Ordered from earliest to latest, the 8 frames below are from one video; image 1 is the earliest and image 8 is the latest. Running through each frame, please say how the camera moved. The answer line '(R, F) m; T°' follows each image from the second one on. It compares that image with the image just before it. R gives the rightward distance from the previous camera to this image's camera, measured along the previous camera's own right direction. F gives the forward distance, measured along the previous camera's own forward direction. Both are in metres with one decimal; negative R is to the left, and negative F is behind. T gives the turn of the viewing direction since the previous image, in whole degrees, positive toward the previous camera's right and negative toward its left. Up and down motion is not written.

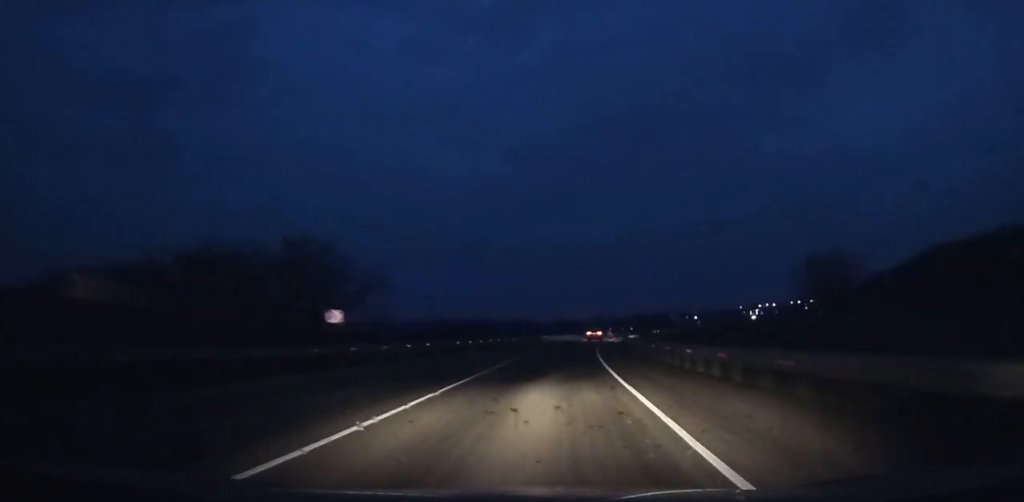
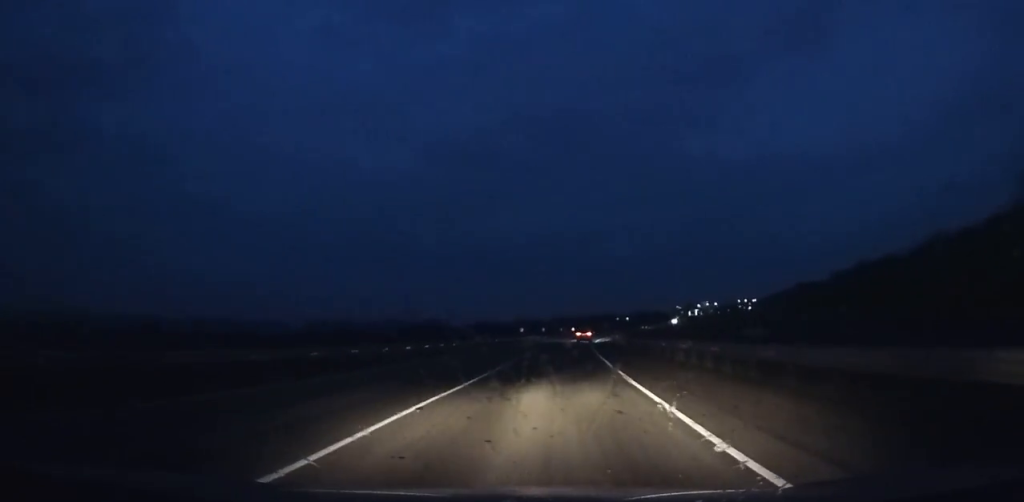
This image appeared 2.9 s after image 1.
(+4.0, +73.9) m; +6°
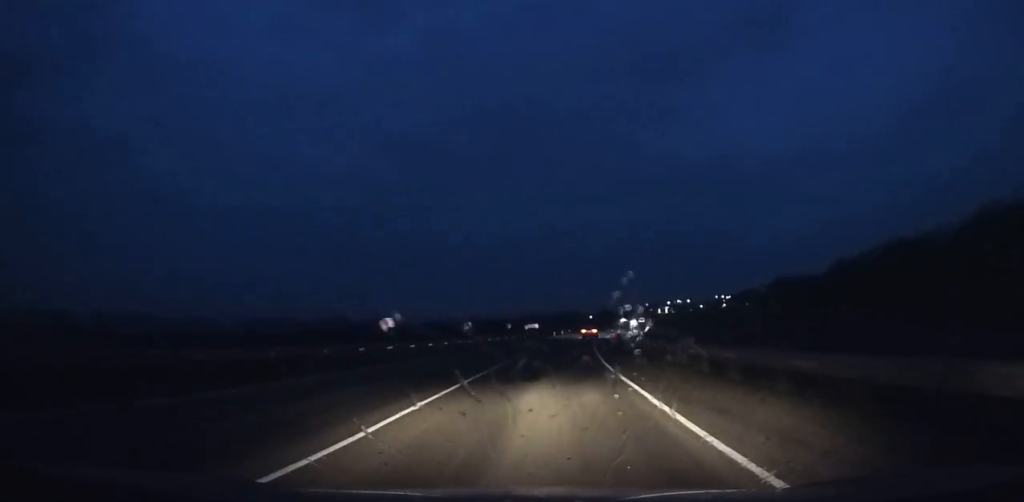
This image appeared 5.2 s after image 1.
(+2.6, +58.7) m; +5°
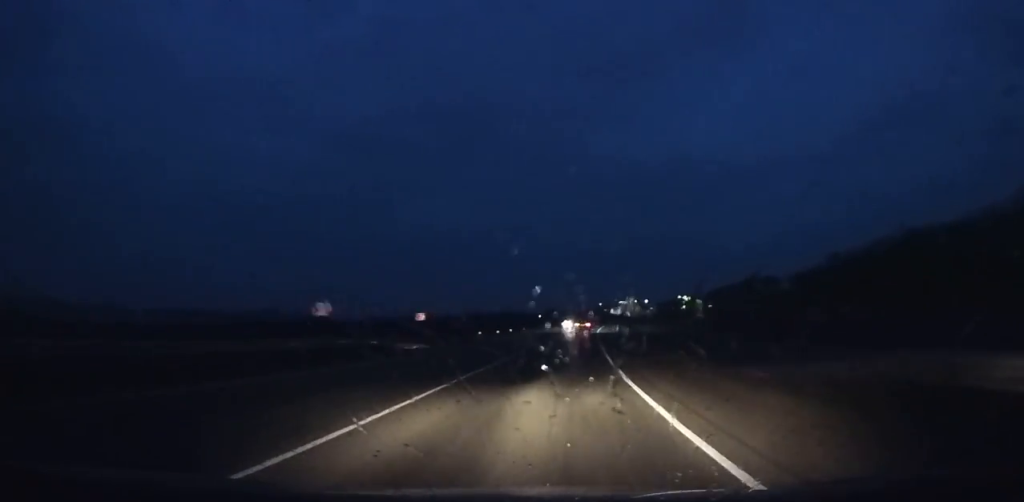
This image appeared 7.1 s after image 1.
(+0.8, +48.6) m; +4°
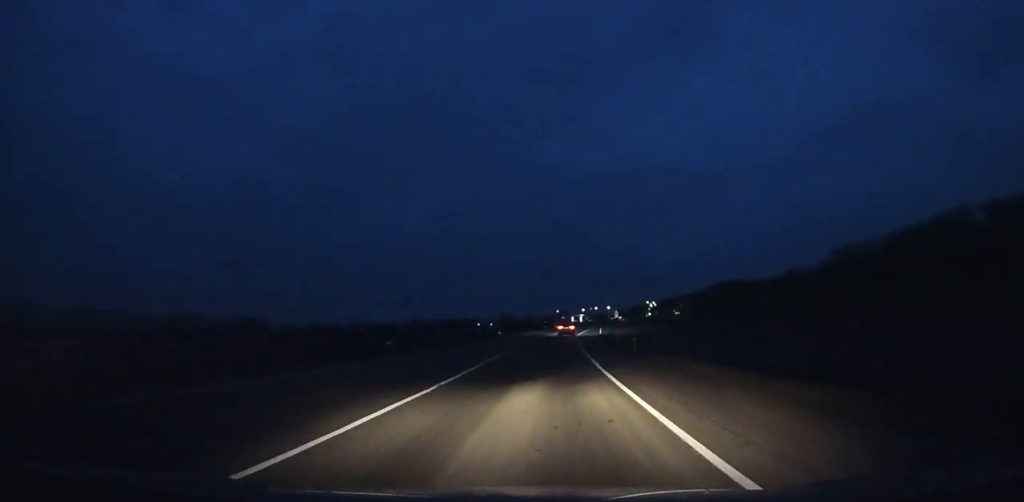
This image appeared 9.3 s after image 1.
(+3.1, +56.0) m; +4°
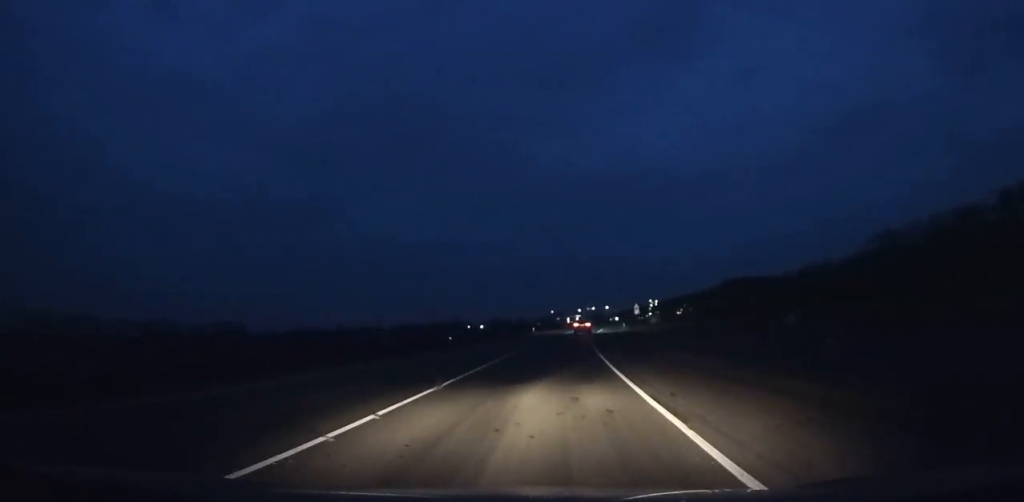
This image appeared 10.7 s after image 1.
(+0.7, +35.6) m; +2°
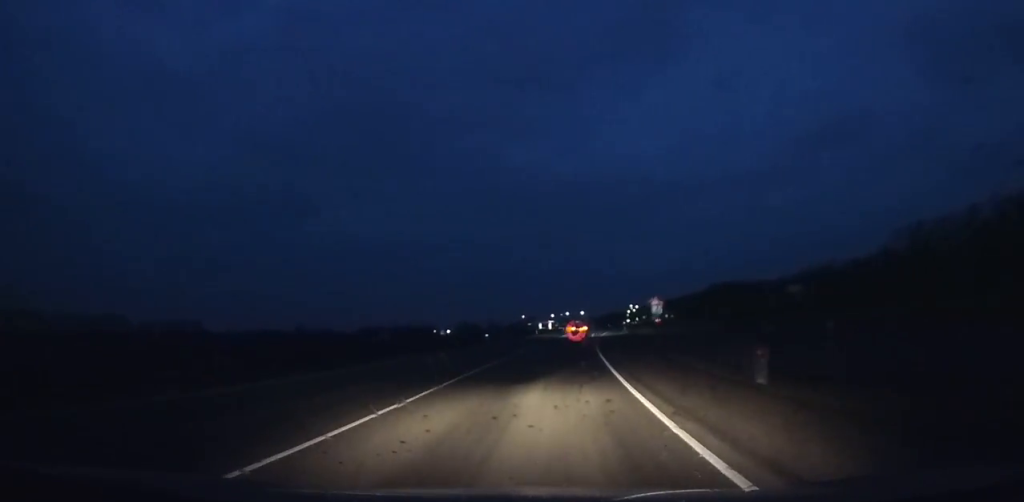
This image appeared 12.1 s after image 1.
(+0.6, +35.4) m; +2°
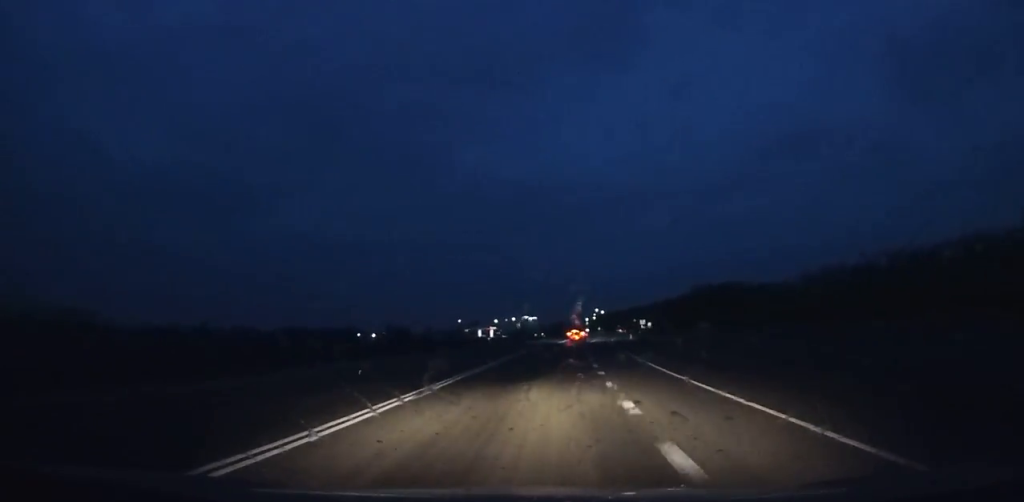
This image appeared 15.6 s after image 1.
(+3.4, +87.3) m; +5°
